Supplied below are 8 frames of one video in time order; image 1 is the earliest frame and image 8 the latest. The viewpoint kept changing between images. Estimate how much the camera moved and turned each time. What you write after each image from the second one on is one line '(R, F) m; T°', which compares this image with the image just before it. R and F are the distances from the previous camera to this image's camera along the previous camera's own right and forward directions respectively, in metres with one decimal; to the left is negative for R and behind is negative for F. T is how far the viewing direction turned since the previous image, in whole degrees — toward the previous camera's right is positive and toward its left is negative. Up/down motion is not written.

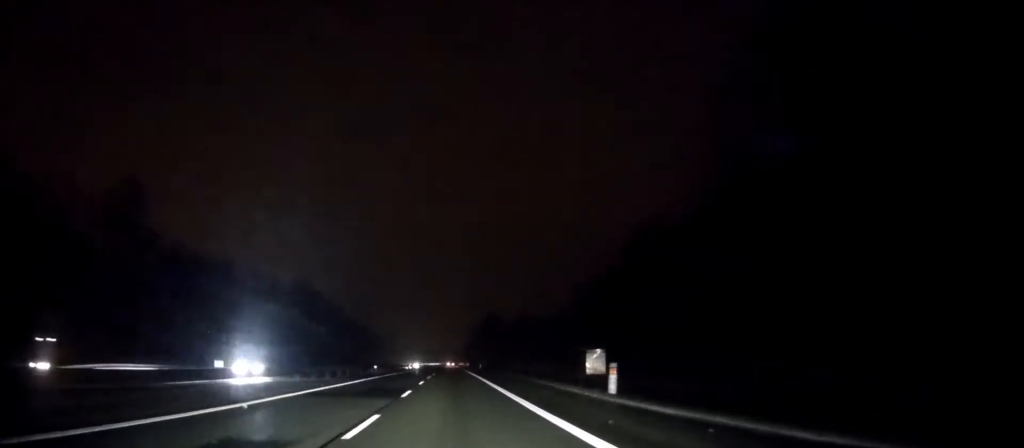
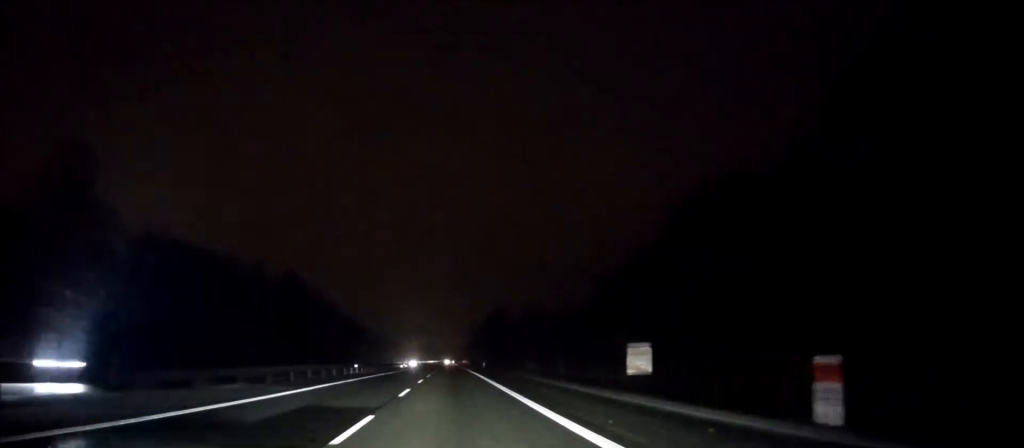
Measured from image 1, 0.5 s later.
(0.0, +13.3) m; 0°
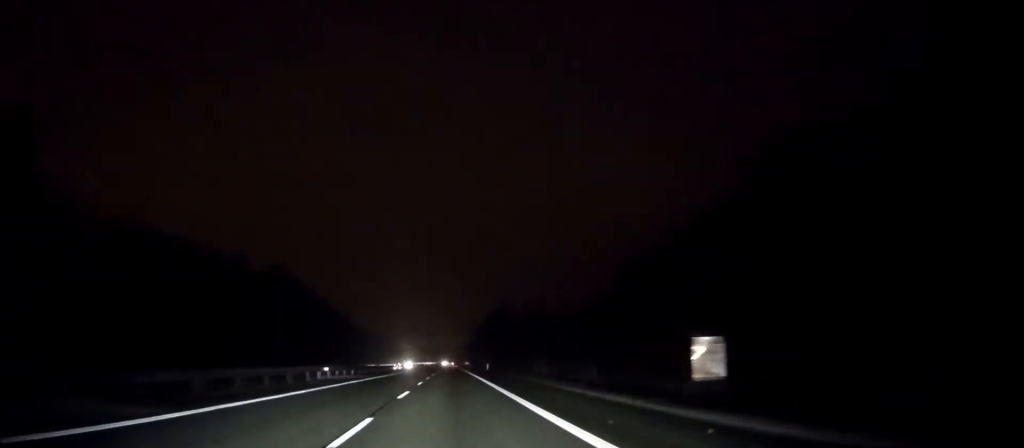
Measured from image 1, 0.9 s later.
(0.0, +12.3) m; 0°
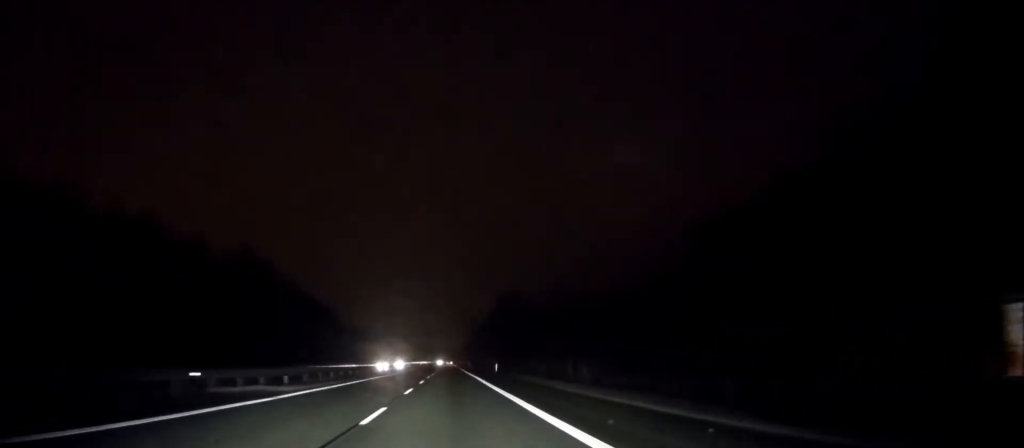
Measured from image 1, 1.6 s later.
(0.0, +20.7) m; 0°
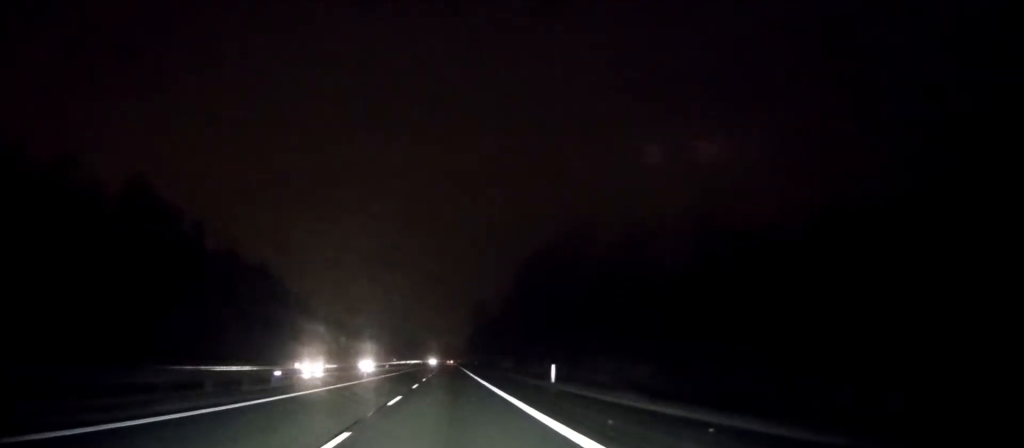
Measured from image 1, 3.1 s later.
(+0.1, +42.1) m; 0°
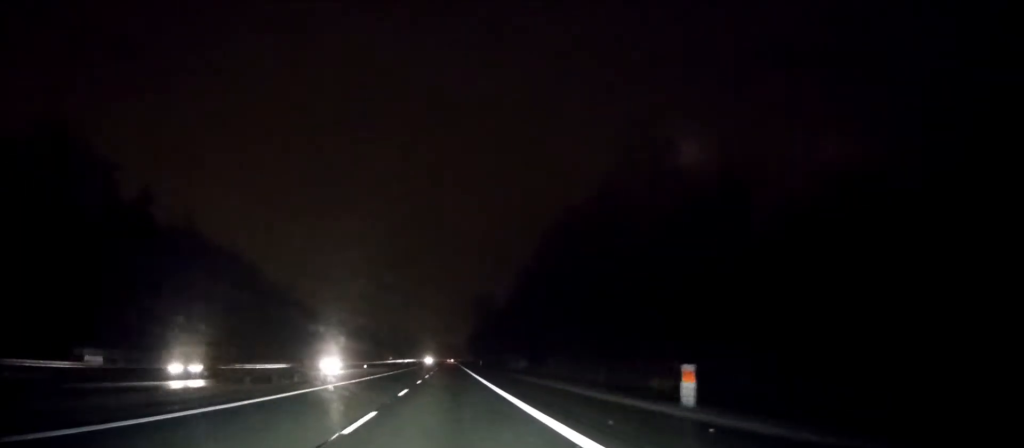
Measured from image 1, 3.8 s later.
(-0.1, +19.7) m; 0°
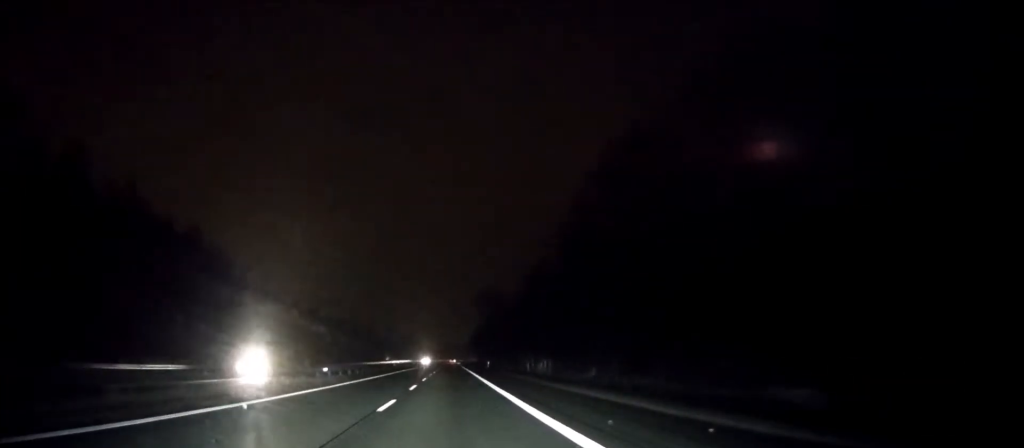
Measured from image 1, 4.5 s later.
(0.0, +18.8) m; 0°
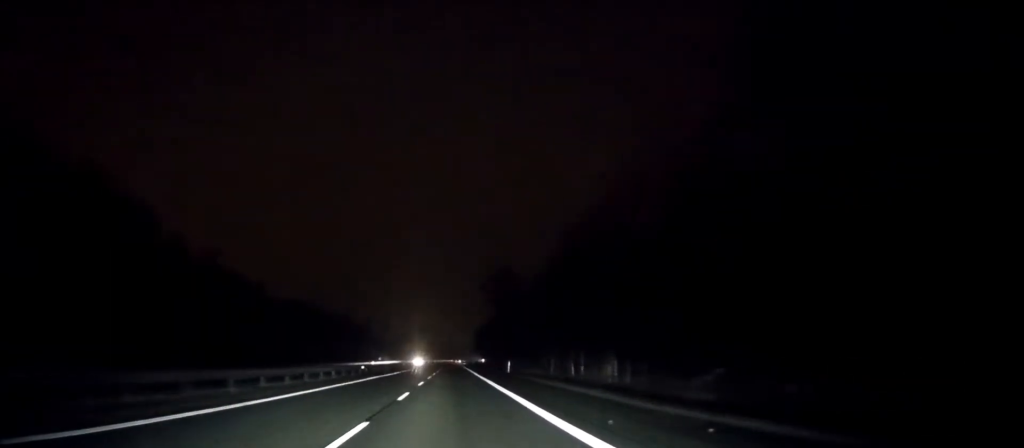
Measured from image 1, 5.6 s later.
(+0.1, +31.1) m; 0°
